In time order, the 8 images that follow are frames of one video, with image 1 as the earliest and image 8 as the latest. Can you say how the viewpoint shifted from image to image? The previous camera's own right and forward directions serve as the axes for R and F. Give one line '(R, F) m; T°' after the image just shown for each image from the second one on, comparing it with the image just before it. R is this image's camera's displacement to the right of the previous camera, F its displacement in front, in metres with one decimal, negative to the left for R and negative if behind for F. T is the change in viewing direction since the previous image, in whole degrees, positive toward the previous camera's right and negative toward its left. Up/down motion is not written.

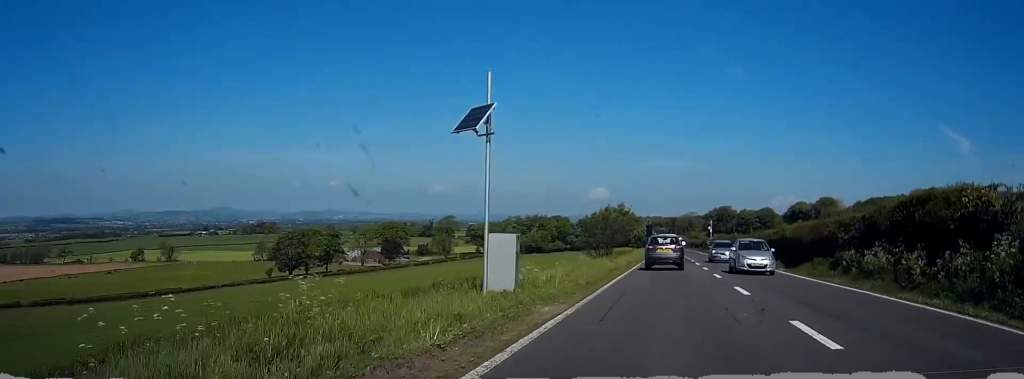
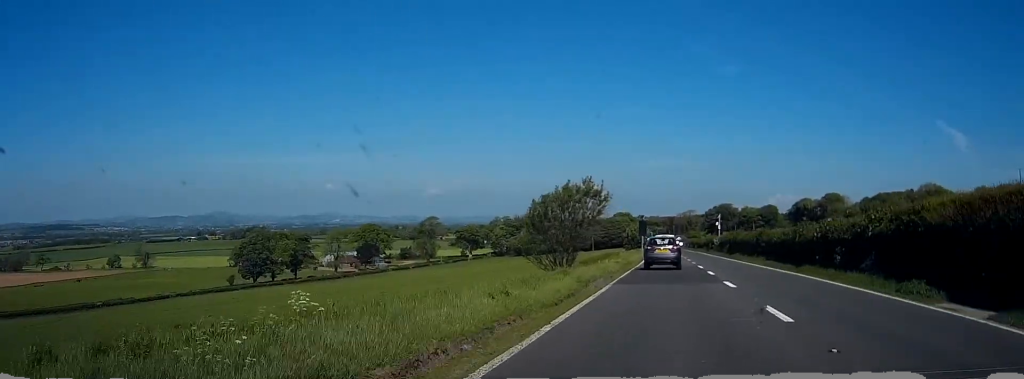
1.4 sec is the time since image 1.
(+0.1, +23.8) m; 0°
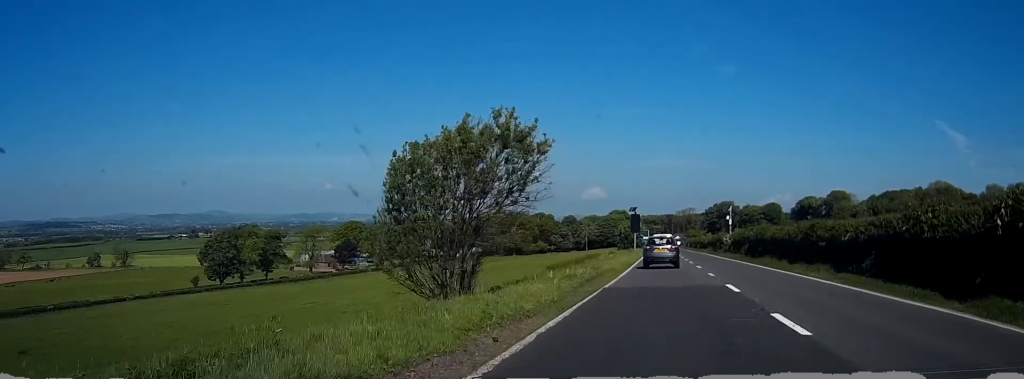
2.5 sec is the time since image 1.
(-0.1, +19.5) m; 0°
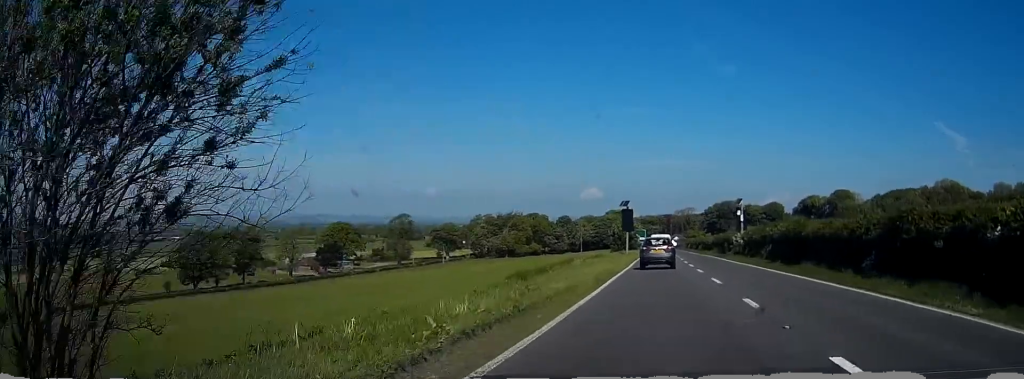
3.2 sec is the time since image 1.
(+0.2, +13.7) m; 0°
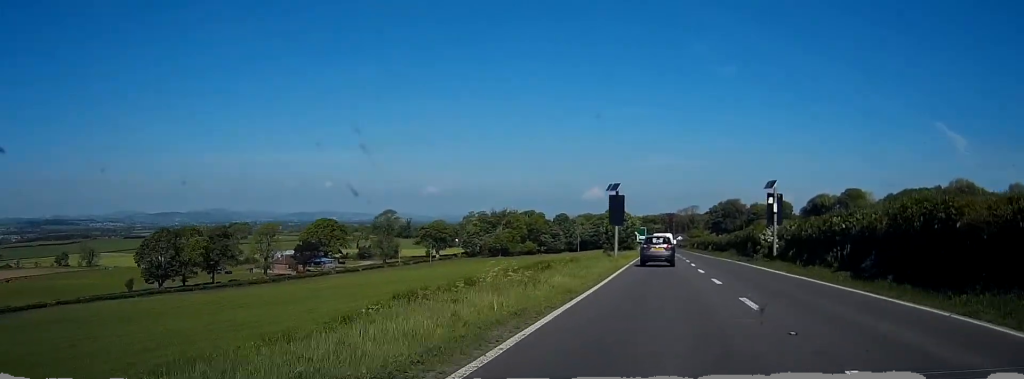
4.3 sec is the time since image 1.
(-0.1, +18.5) m; 0°
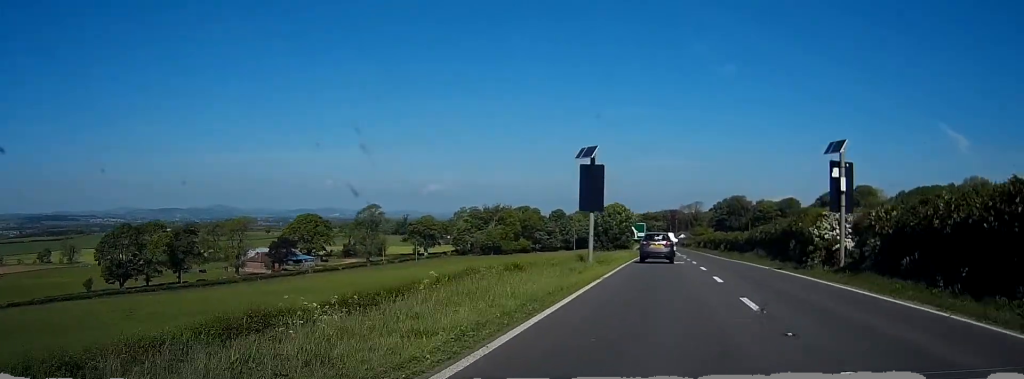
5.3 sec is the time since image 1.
(0.0, +18.1) m; 0°
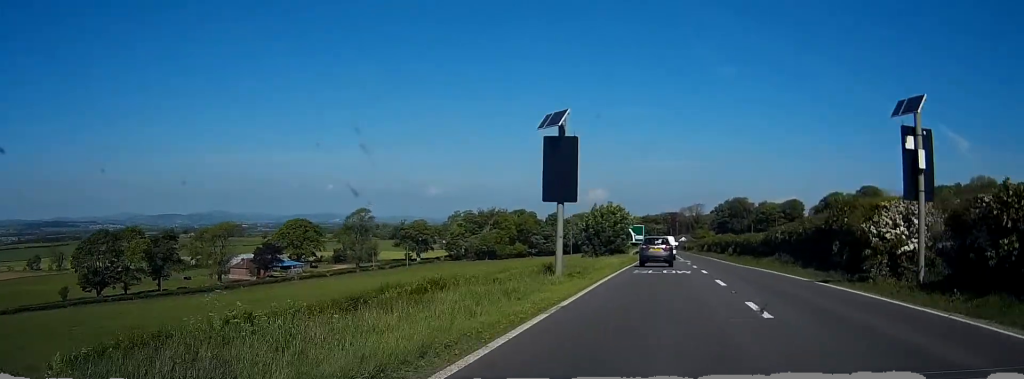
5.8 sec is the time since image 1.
(0.0, +9.8) m; 0°
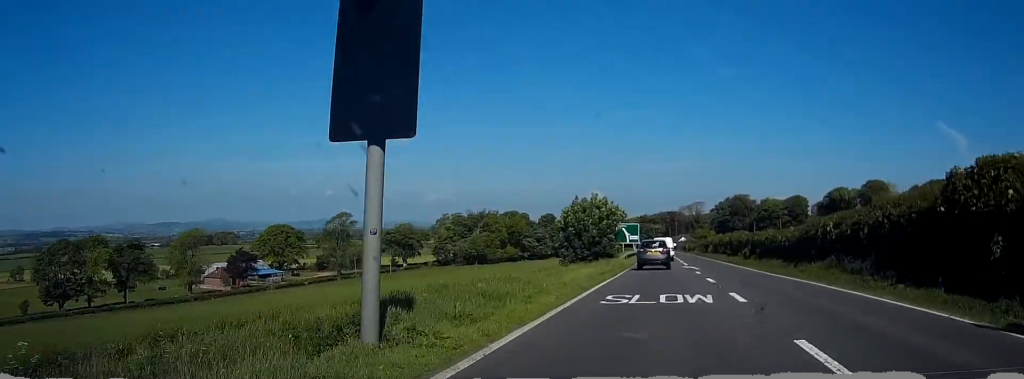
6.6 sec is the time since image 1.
(0.0, +14.7) m; 0°
